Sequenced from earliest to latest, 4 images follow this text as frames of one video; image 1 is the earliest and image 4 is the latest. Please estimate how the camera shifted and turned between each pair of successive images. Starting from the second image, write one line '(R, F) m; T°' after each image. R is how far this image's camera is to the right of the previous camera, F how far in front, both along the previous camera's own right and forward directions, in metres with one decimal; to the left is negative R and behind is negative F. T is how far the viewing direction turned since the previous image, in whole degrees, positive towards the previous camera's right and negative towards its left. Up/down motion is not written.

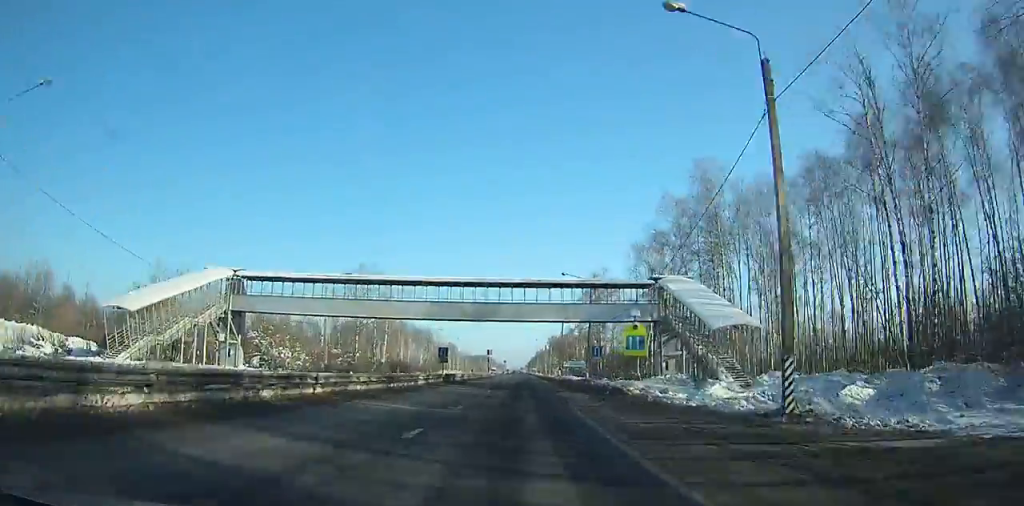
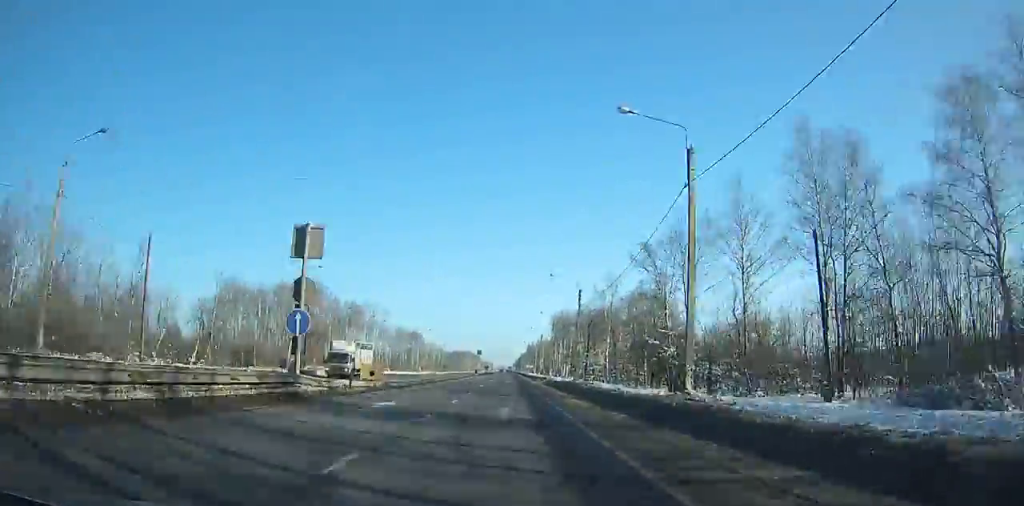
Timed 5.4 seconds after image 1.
(-0.9, +96.7) m; +1°
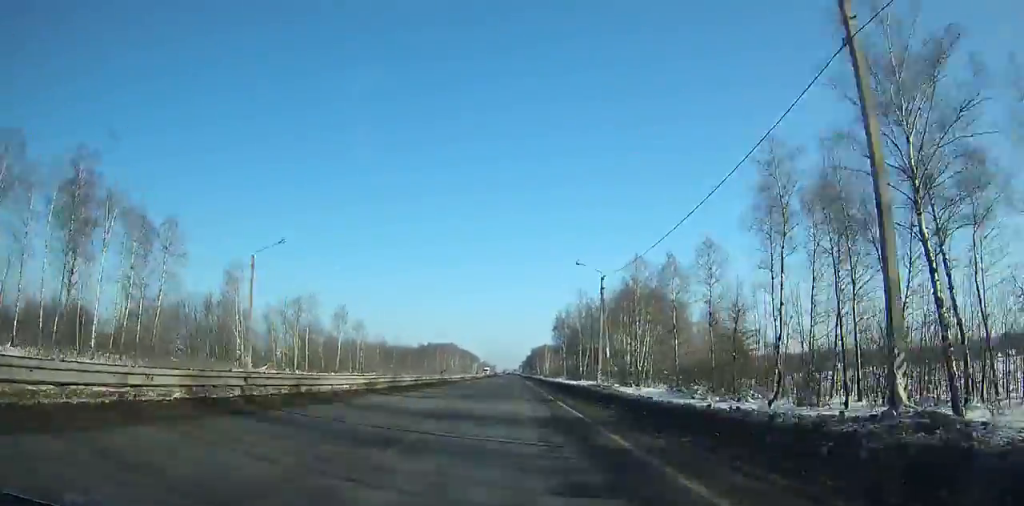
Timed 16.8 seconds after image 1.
(+3.0, +266.9) m; -1°
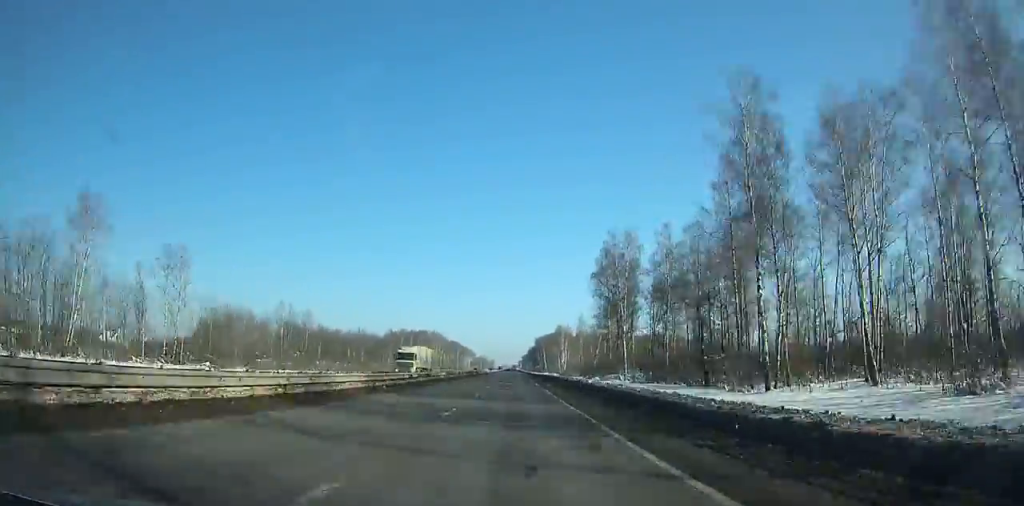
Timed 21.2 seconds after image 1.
(+0.7, +104.9) m; 0°
